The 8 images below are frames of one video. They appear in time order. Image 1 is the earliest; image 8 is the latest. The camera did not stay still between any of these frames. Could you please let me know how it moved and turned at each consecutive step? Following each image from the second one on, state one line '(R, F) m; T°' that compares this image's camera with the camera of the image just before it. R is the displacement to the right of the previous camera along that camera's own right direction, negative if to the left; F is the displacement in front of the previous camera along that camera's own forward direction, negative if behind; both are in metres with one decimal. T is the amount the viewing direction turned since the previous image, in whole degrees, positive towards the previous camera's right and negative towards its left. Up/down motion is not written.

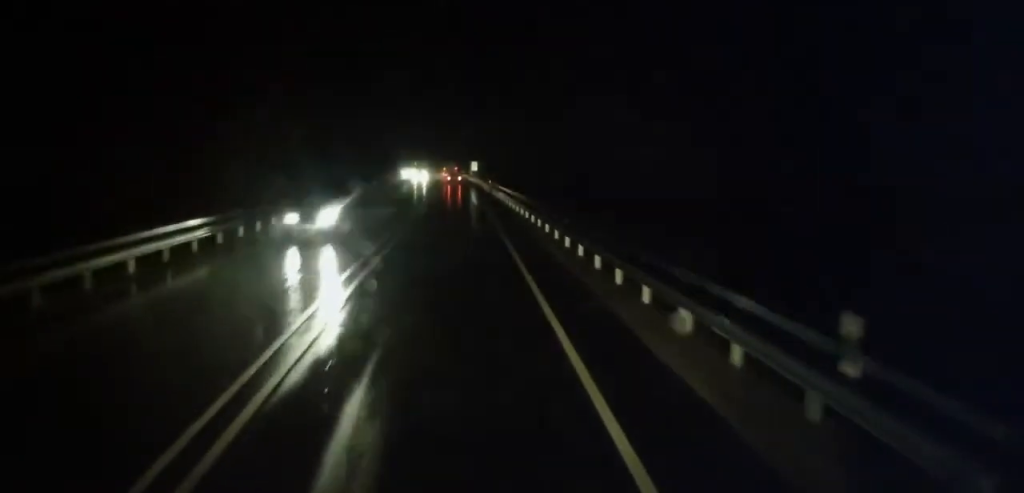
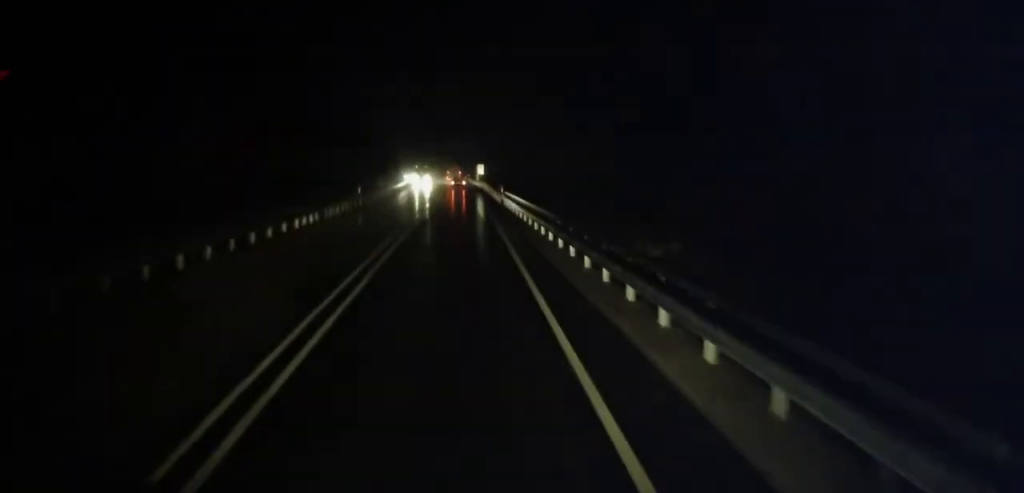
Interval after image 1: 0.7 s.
(-0.3, +11.7) m; -1°
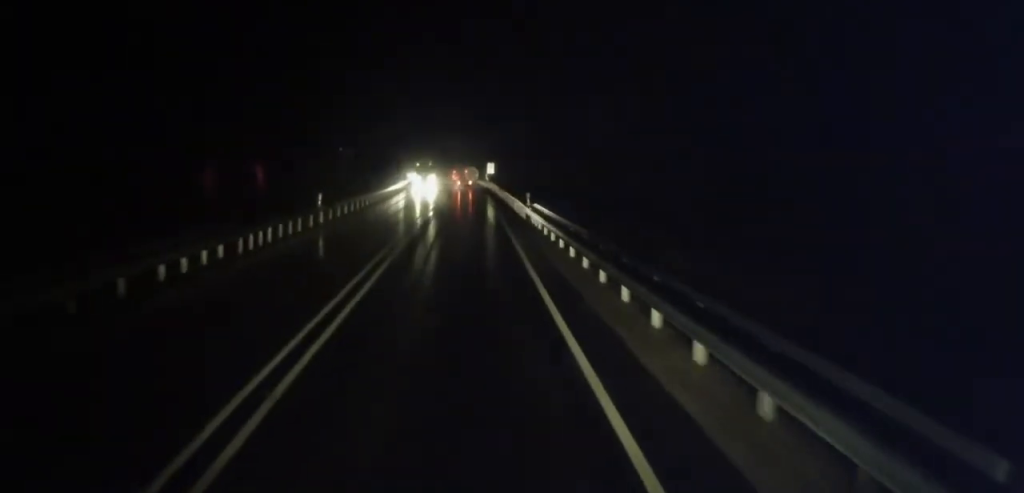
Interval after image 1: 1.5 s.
(0.0, +14.3) m; 0°
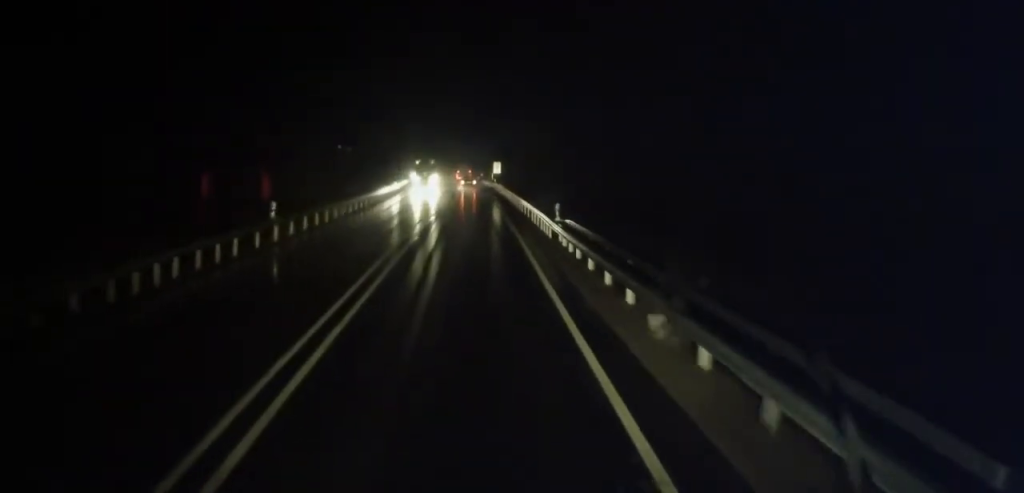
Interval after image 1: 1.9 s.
(0.0, +8.3) m; 0°
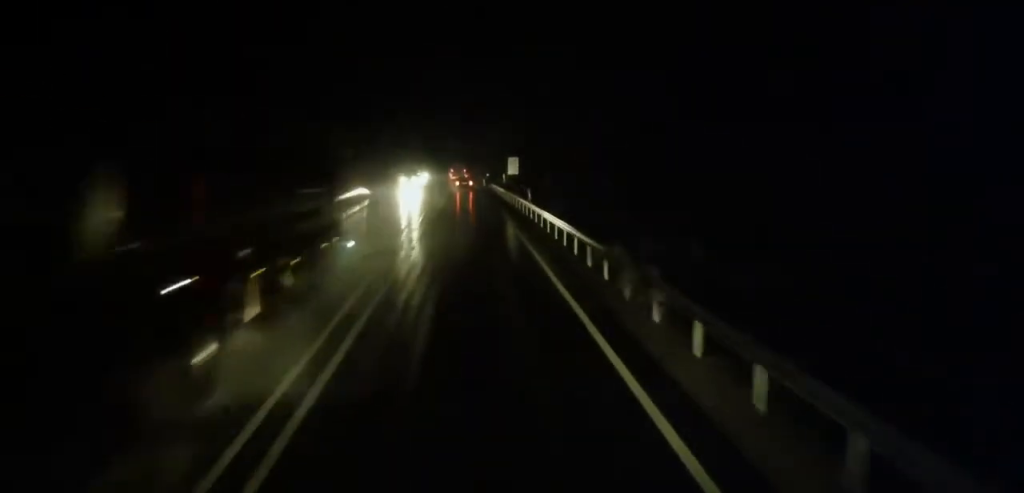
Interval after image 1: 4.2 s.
(+0.2, +39.6) m; 0°
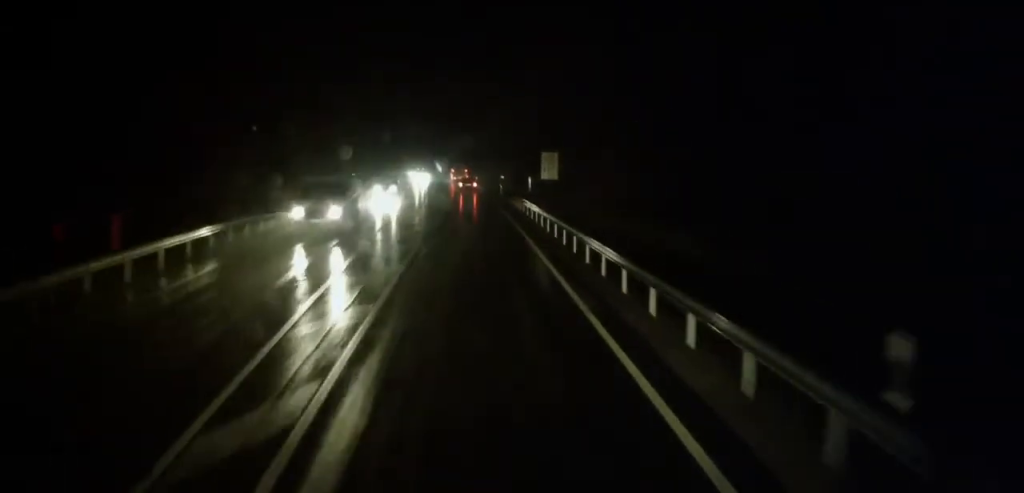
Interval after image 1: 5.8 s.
(-0.5, +27.0) m; -1°
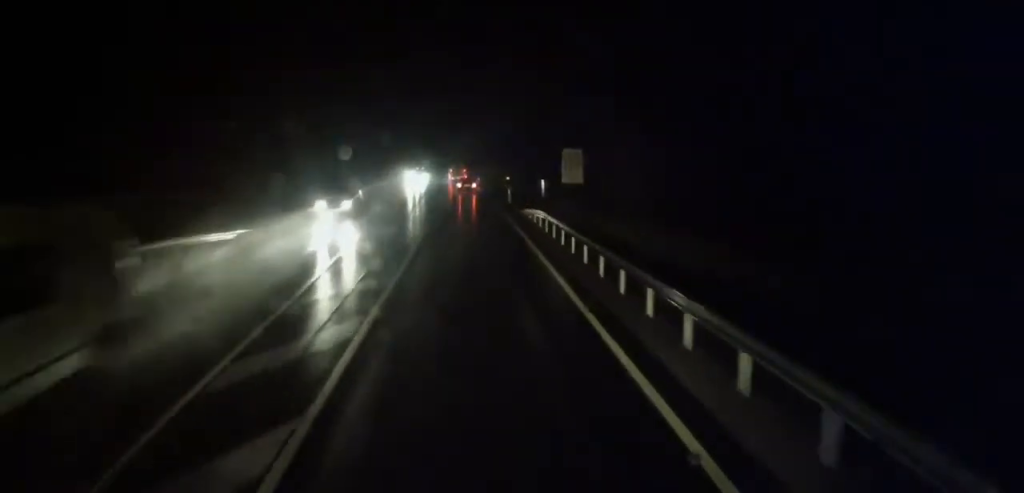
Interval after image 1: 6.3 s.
(+0.2, +9.8) m; 0°
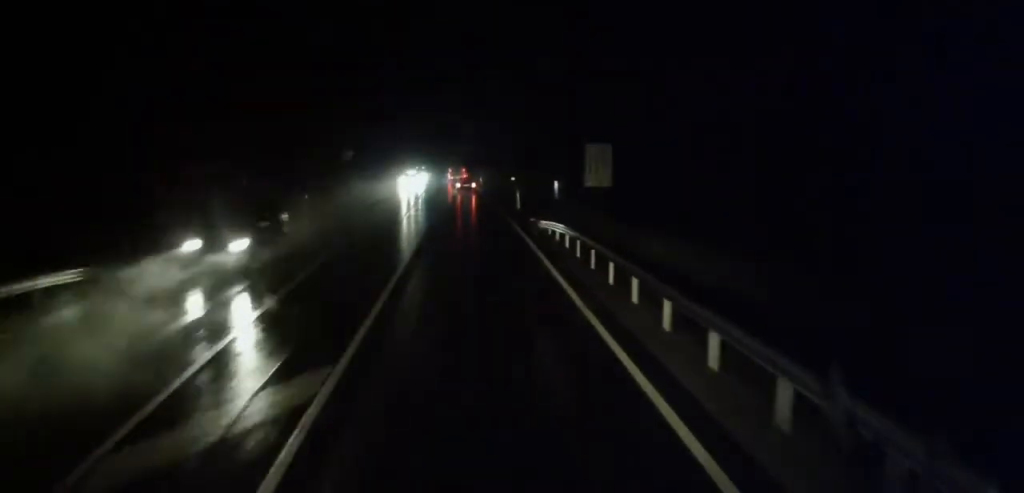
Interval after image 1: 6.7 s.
(+0.2, +6.9) m; 0°
